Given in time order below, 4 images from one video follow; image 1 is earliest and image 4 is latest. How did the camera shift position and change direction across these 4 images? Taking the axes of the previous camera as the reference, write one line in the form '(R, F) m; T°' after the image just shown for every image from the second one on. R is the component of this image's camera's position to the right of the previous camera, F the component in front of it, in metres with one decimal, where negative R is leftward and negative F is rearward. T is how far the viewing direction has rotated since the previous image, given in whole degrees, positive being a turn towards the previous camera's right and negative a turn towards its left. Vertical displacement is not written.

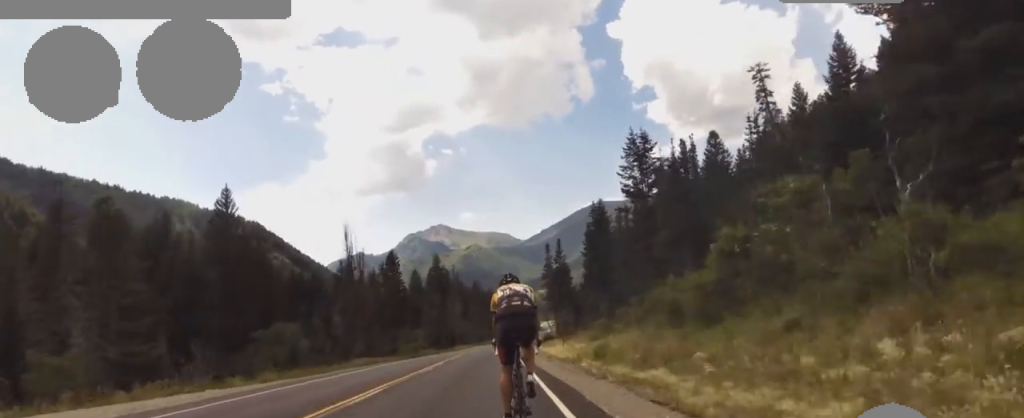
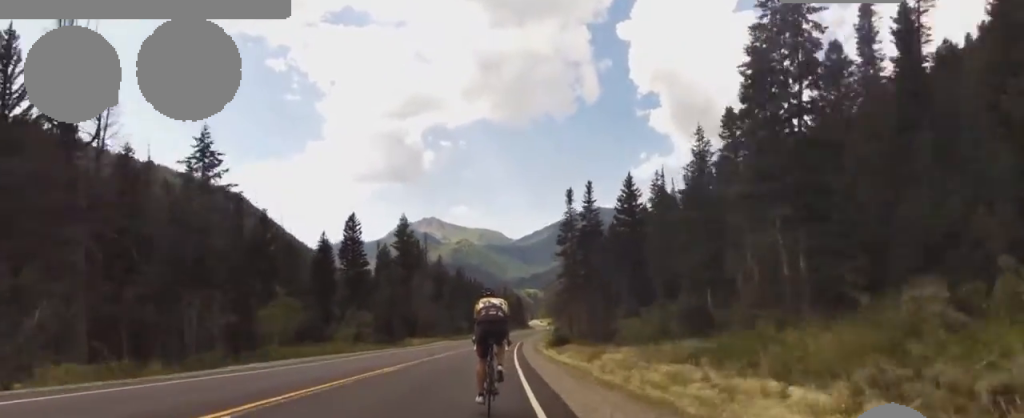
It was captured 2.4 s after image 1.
(+2.8, +42.7) m; +4°
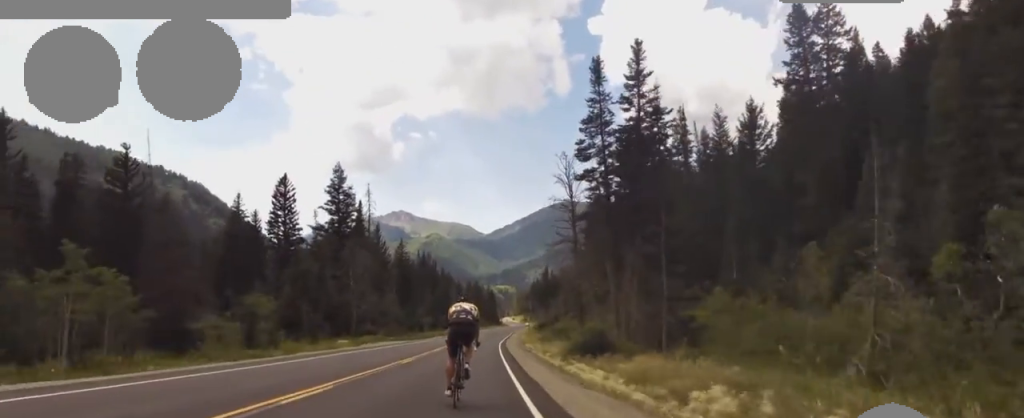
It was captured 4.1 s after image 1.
(-0.3, +31.4) m; +3°
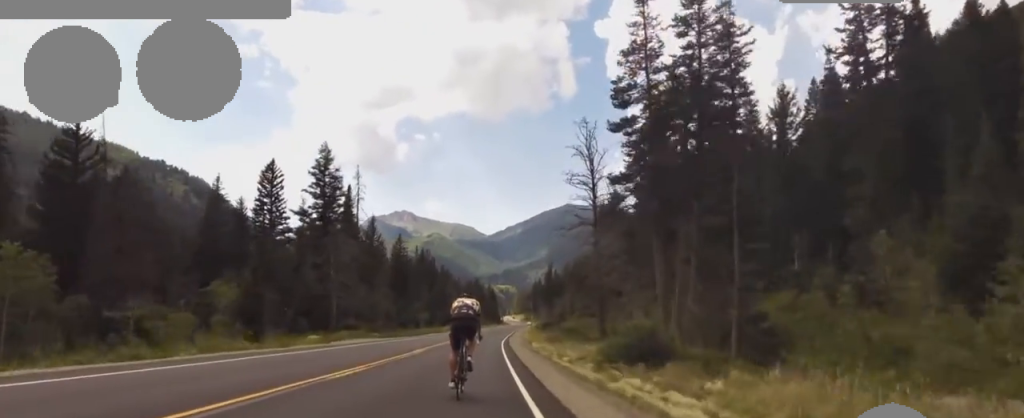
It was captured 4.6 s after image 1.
(+0.2, +9.6) m; +1°
